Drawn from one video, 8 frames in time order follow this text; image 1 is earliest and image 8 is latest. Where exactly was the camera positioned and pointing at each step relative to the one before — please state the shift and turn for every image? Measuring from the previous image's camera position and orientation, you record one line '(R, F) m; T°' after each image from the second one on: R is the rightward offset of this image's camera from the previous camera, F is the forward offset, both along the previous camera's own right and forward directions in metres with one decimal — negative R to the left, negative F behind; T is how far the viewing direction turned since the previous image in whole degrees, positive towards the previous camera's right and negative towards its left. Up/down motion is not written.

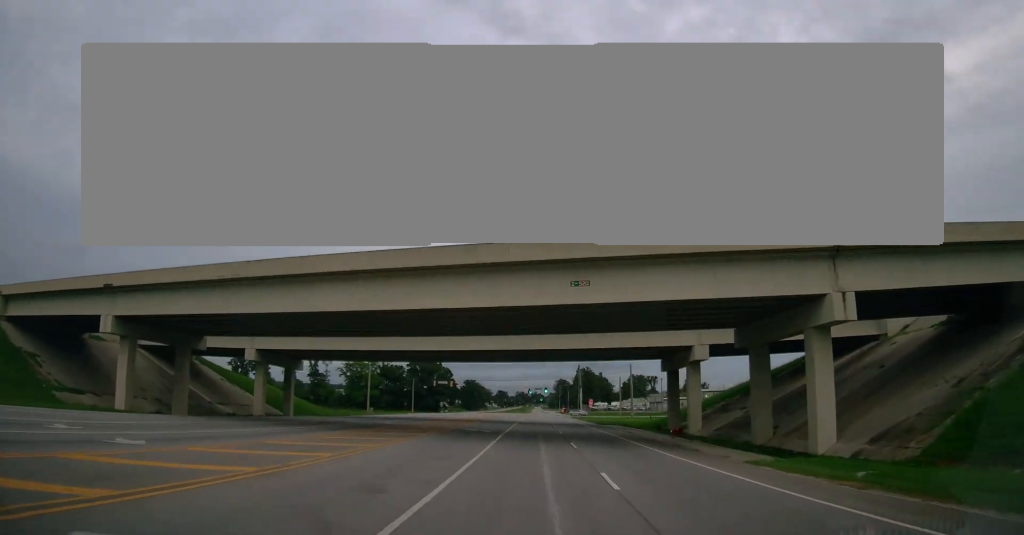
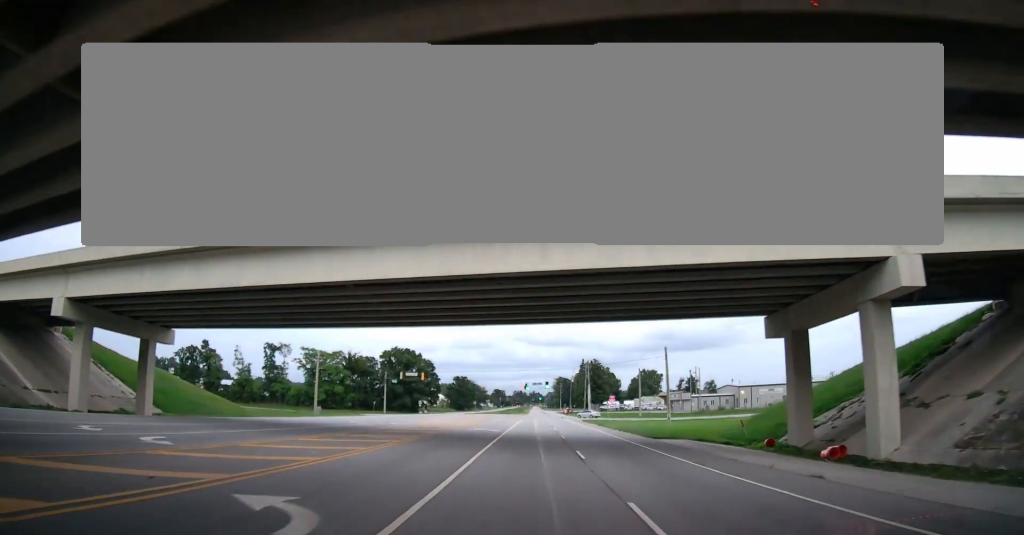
(-0.2, +27.8) m; 0°
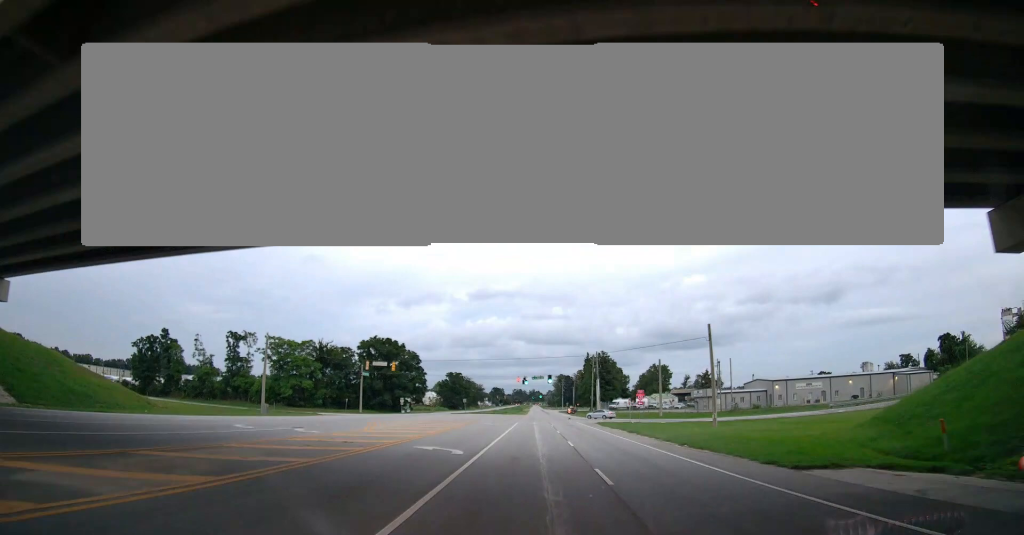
(+0.1, +18.2) m; 0°
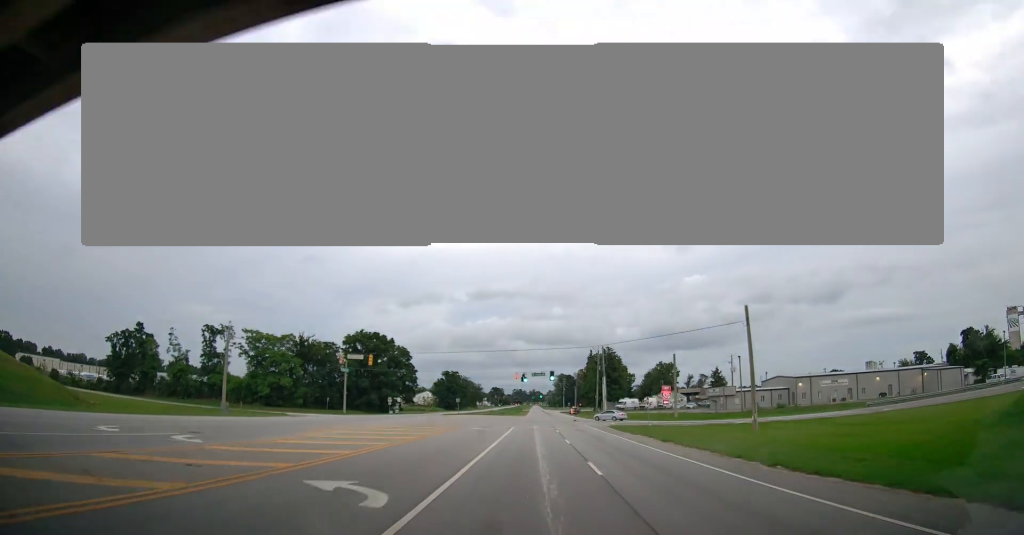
(0.0, +9.7) m; 0°
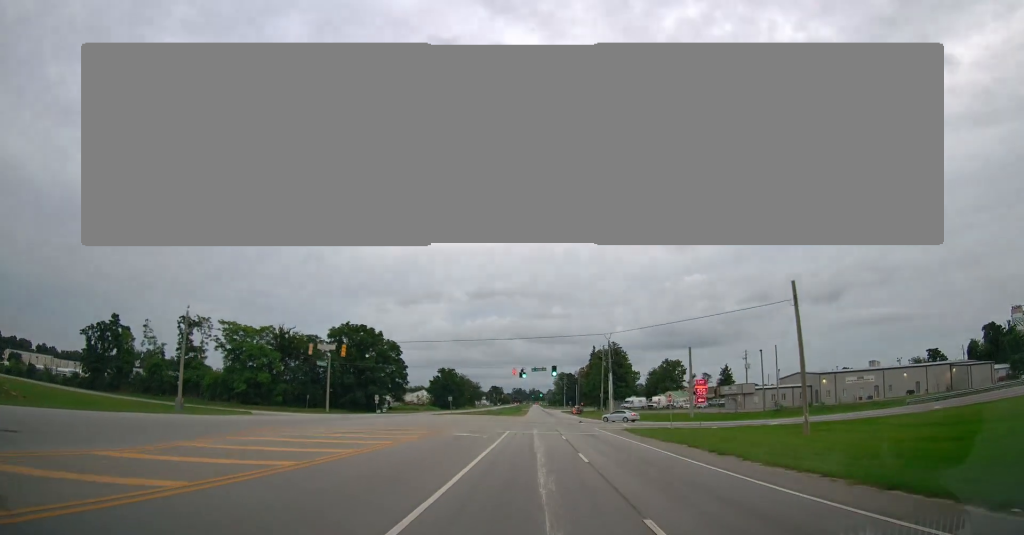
(-0.1, +9.4) m; 0°
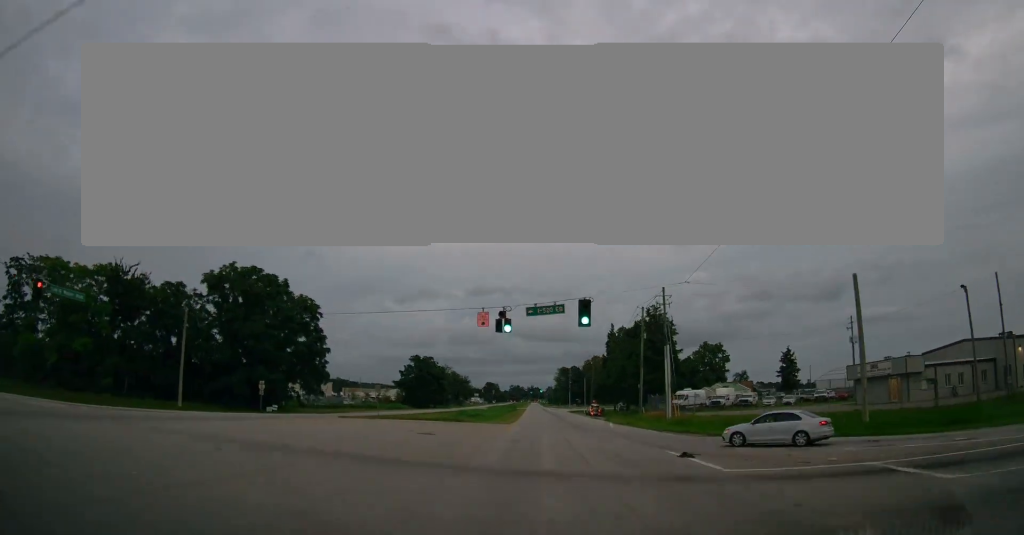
(0.0, +41.9) m; 0°
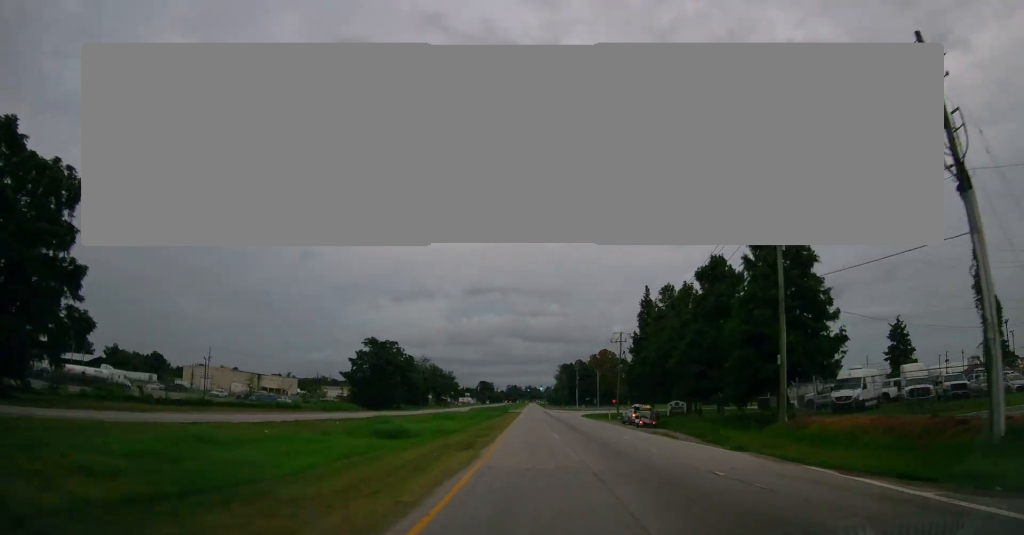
(-0.3, +41.7) m; 0°
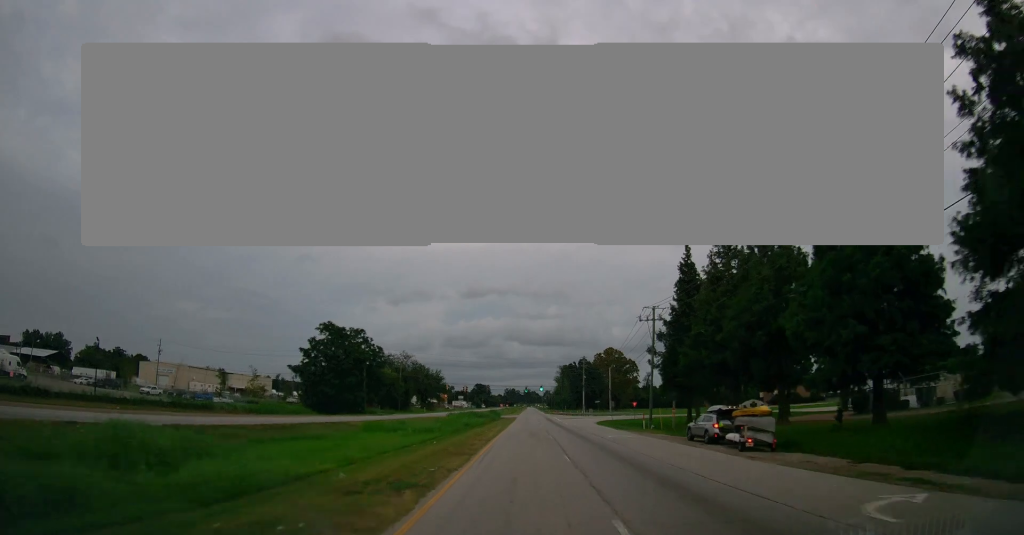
(+0.3, +24.8) m; +1°
